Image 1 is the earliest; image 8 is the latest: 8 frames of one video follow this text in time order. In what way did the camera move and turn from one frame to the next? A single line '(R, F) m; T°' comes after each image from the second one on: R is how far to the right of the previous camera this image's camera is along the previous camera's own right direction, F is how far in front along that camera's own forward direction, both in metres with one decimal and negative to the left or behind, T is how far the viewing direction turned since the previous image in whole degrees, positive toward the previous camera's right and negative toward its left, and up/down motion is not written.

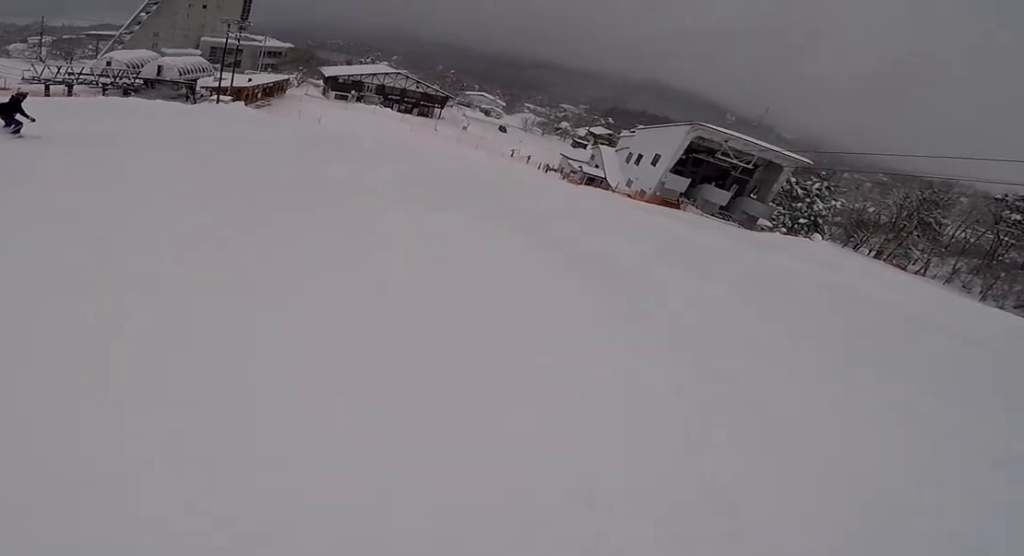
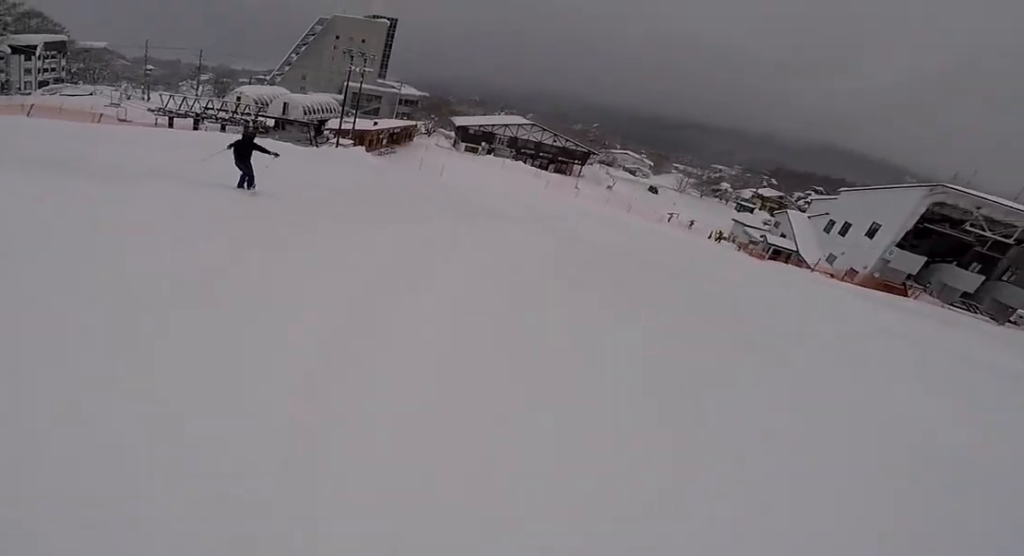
(-0.8, +9.5) m; -7°
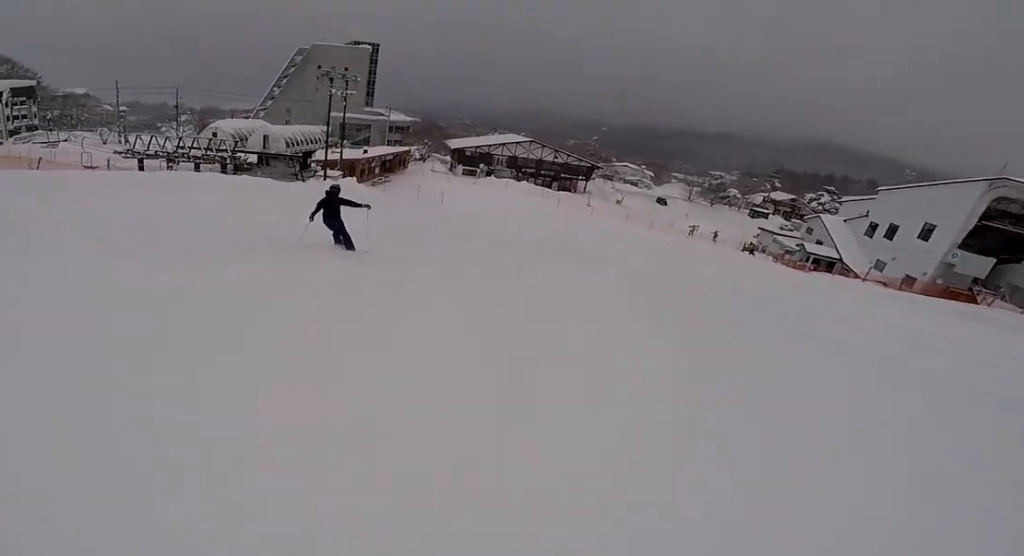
(-0.7, +4.7) m; +2°
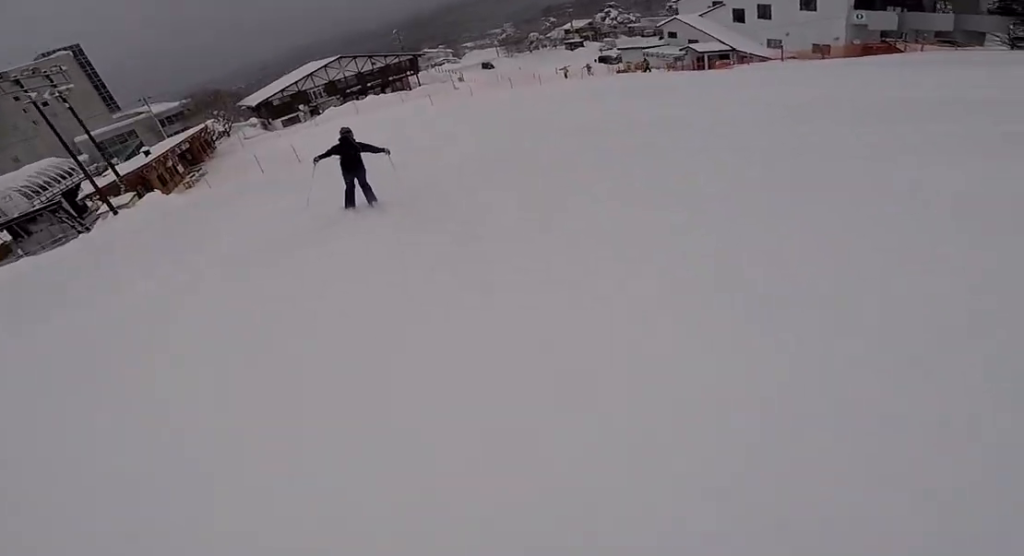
(+1.2, +11.4) m; +15°
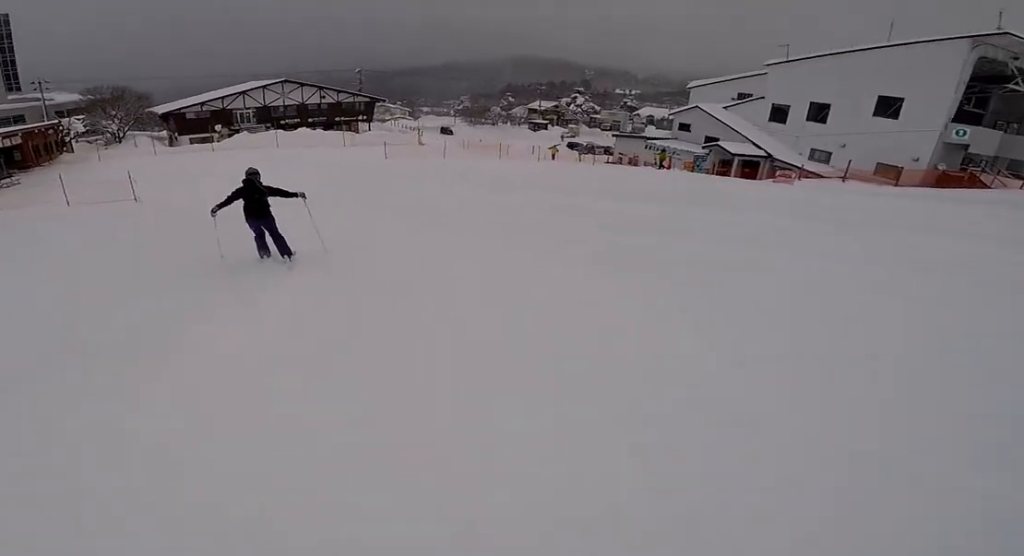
(+1.0, +12.8) m; -4°
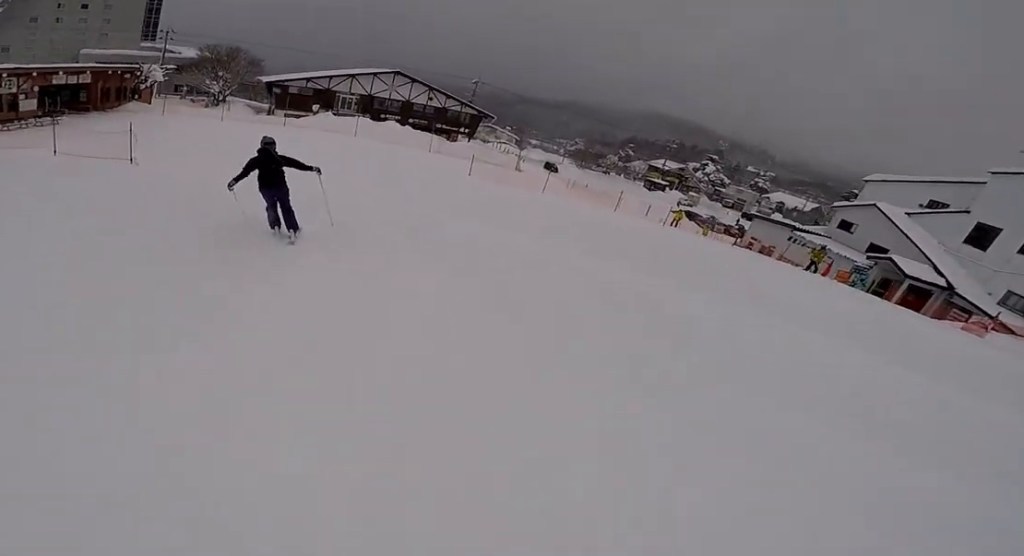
(+0.2, +4.7) m; -13°
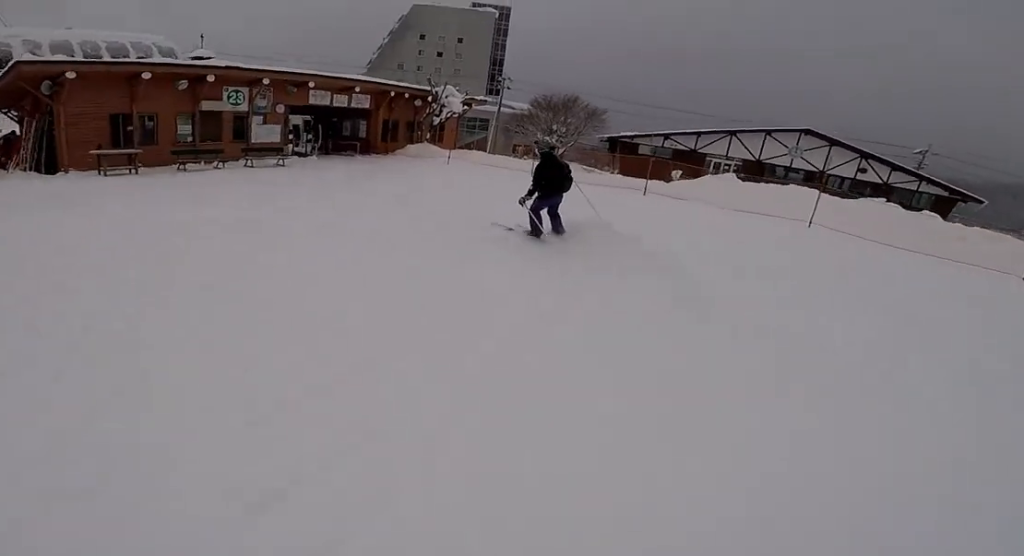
(-4.4, +11.2) m; -25°
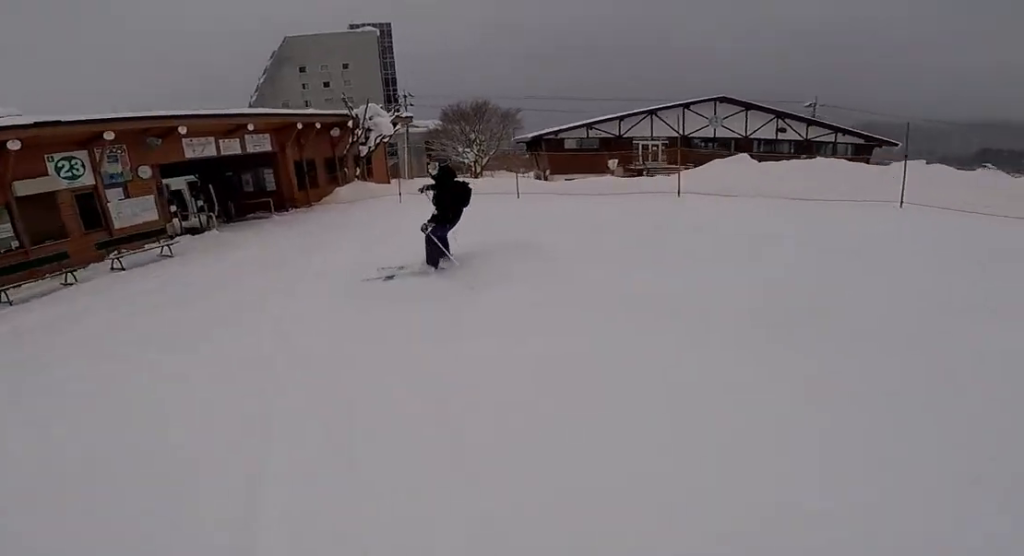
(0.0, +3.6) m; 0°
